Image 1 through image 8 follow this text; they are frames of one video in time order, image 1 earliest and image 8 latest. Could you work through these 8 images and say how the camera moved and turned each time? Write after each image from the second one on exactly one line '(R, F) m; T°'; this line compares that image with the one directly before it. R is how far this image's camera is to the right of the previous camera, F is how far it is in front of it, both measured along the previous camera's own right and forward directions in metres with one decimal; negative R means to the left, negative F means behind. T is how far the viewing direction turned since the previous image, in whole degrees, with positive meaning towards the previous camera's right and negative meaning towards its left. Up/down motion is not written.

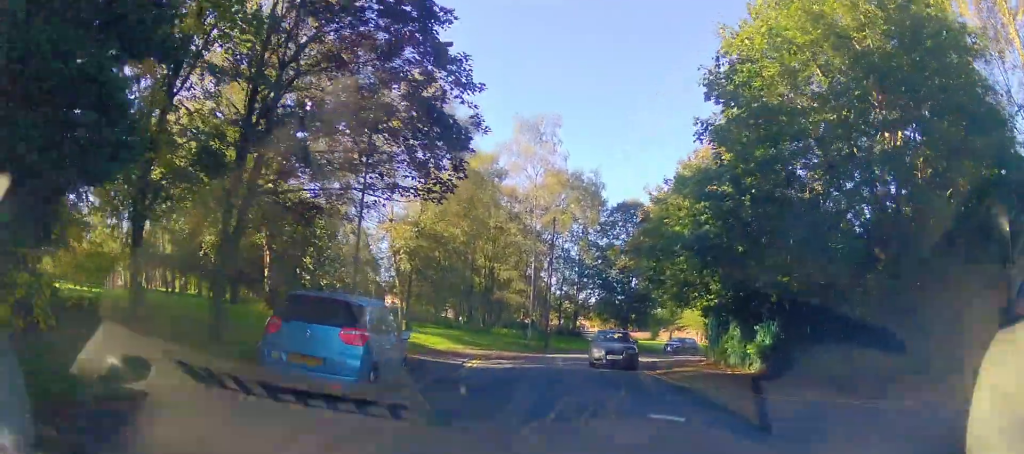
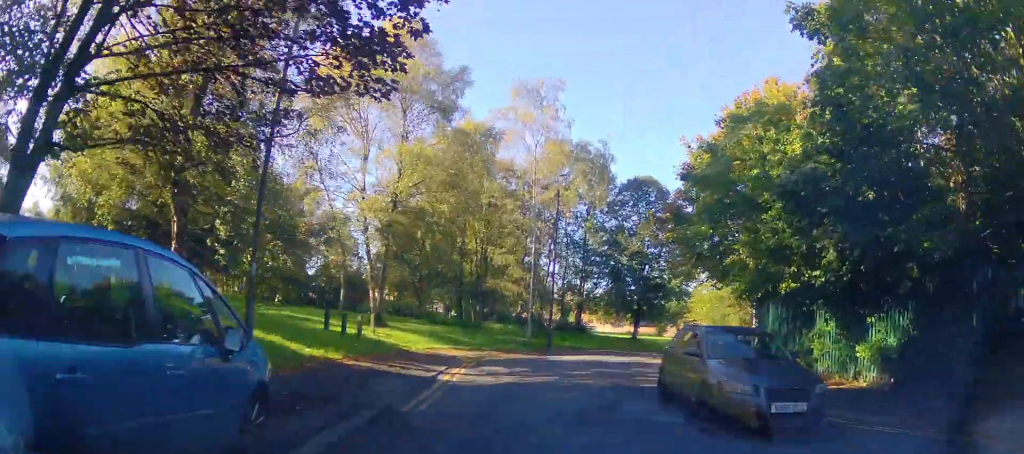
(-0.2, +6.5) m; -2°
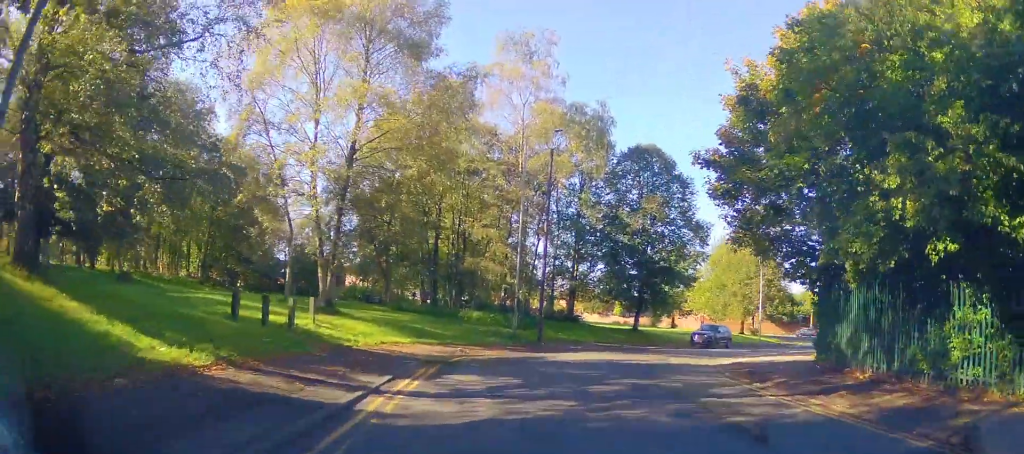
(0.0, +6.0) m; +1°
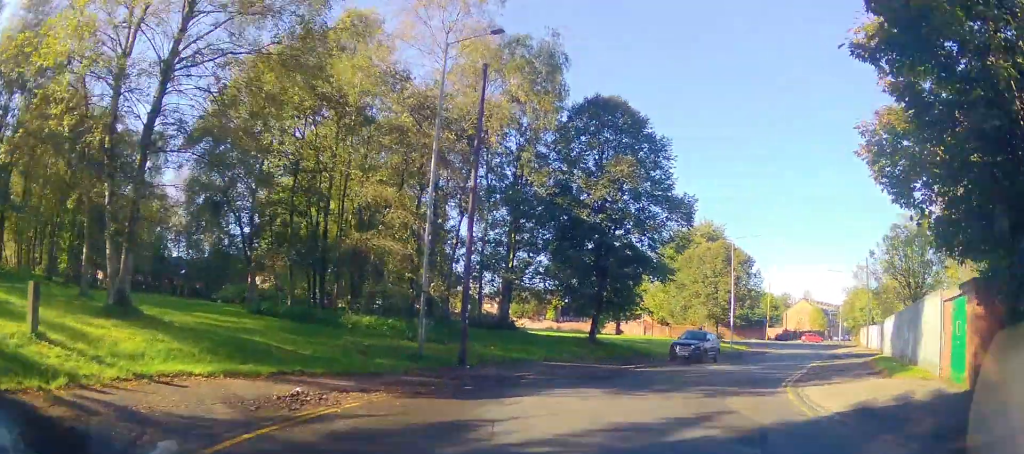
(+1.1, +10.6) m; +14°
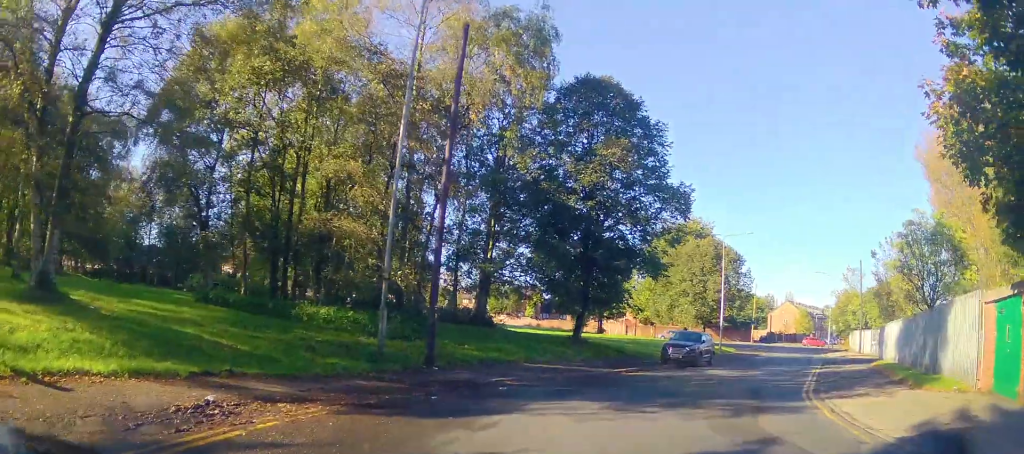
(0.0, +2.4) m; 0°
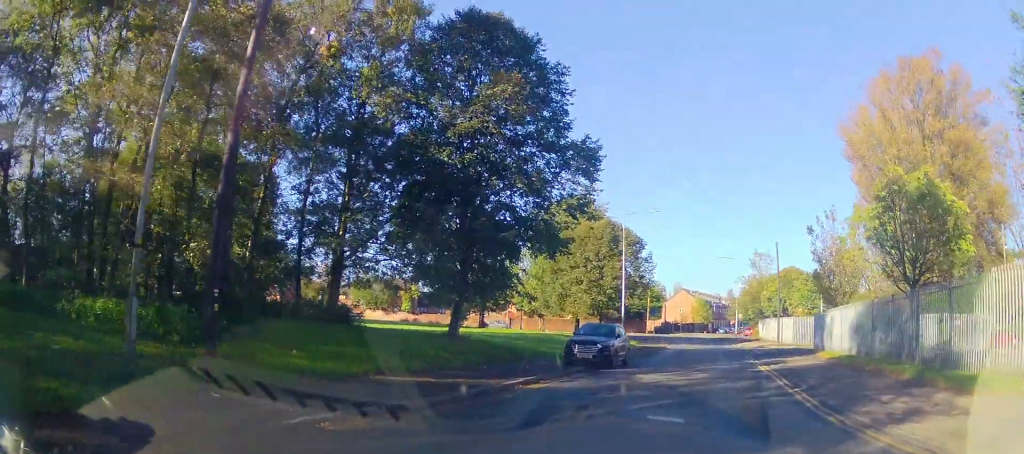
(0.0, +5.7) m; +8°
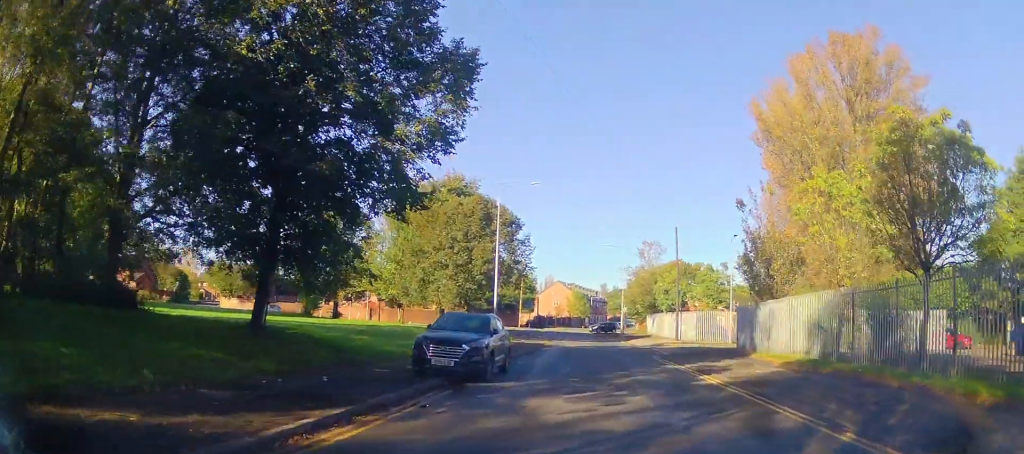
(+1.2, +6.4) m; +17°
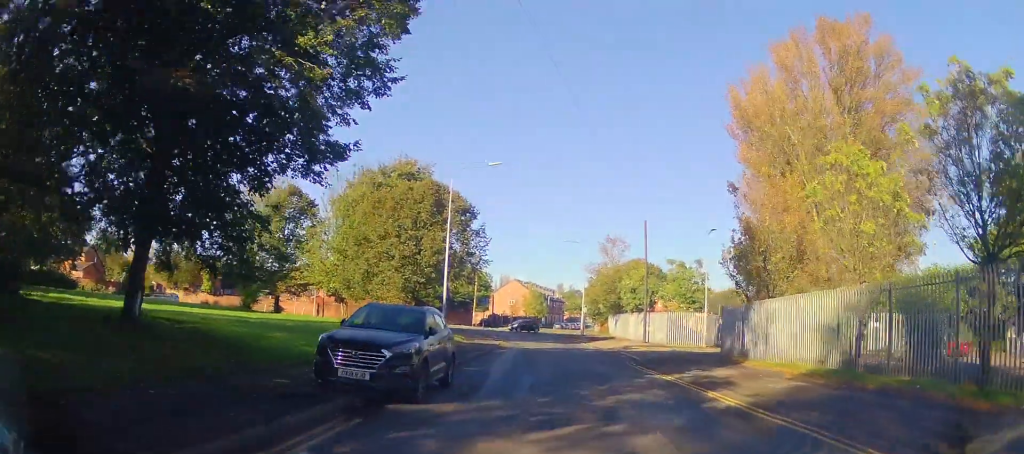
(0.0, +3.6) m; +4°
